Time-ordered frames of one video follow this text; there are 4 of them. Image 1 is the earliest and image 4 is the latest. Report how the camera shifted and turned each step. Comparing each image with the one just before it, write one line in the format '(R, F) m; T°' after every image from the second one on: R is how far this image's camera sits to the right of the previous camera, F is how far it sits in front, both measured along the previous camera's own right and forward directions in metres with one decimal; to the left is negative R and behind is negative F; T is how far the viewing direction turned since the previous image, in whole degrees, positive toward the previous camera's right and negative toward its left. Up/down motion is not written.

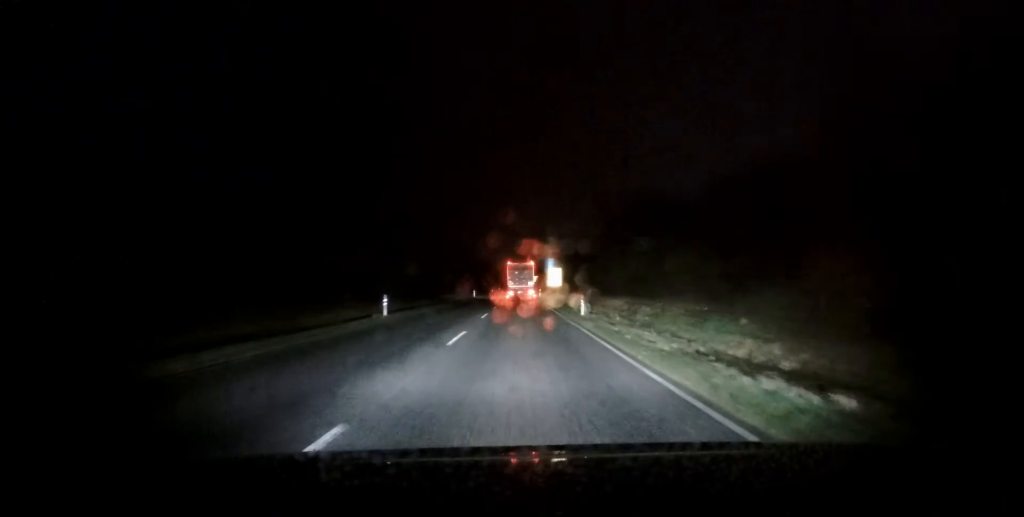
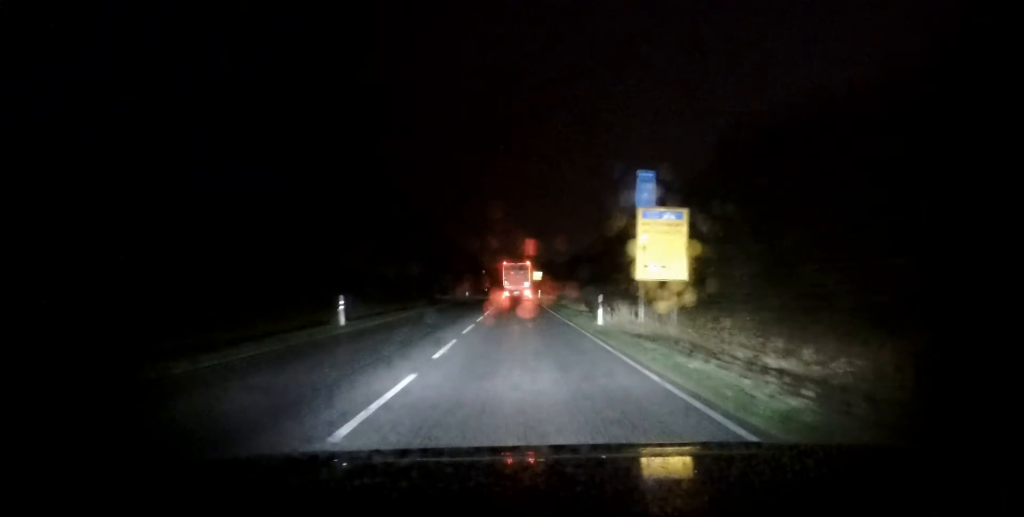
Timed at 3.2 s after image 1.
(+0.7, +55.8) m; 0°
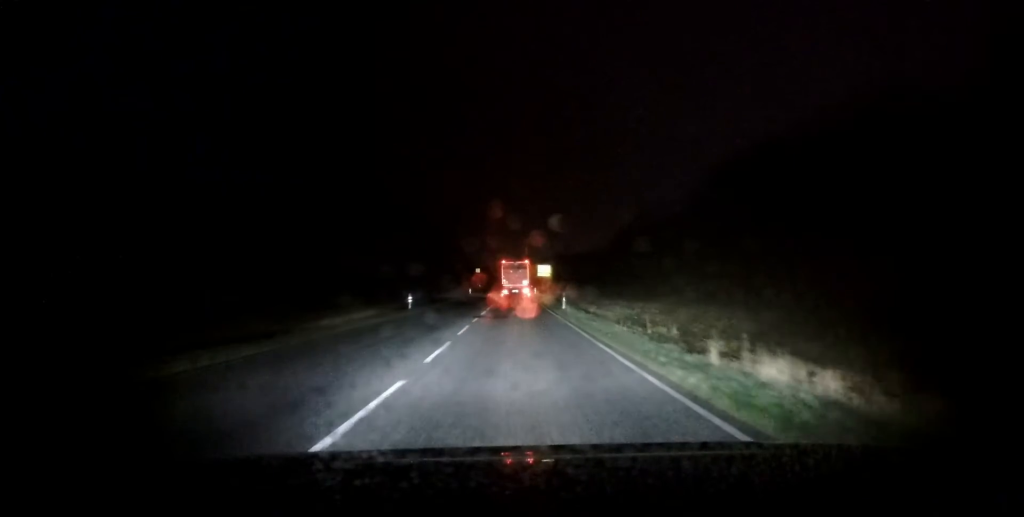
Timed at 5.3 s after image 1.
(+0.6, +36.1) m; +1°
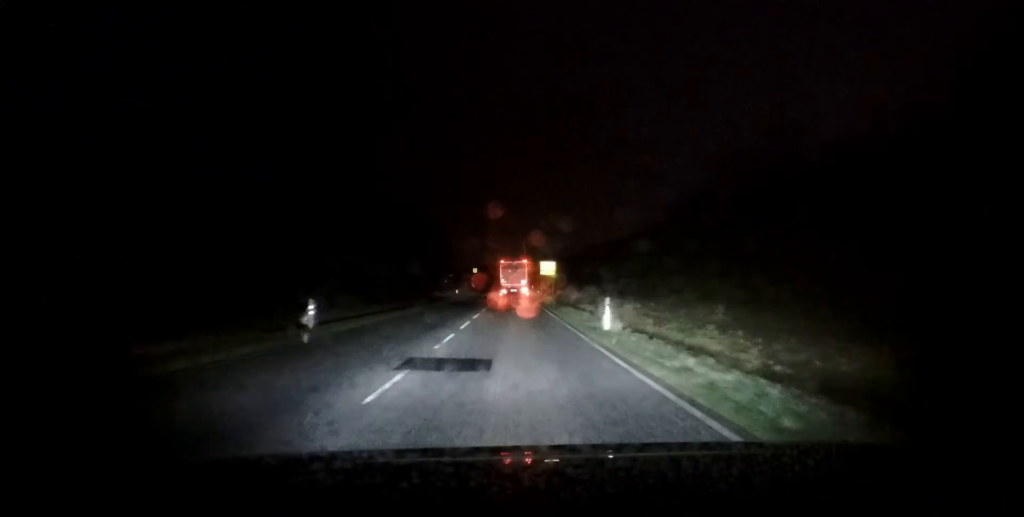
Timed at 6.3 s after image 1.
(-0.3, +15.6) m; 0°
